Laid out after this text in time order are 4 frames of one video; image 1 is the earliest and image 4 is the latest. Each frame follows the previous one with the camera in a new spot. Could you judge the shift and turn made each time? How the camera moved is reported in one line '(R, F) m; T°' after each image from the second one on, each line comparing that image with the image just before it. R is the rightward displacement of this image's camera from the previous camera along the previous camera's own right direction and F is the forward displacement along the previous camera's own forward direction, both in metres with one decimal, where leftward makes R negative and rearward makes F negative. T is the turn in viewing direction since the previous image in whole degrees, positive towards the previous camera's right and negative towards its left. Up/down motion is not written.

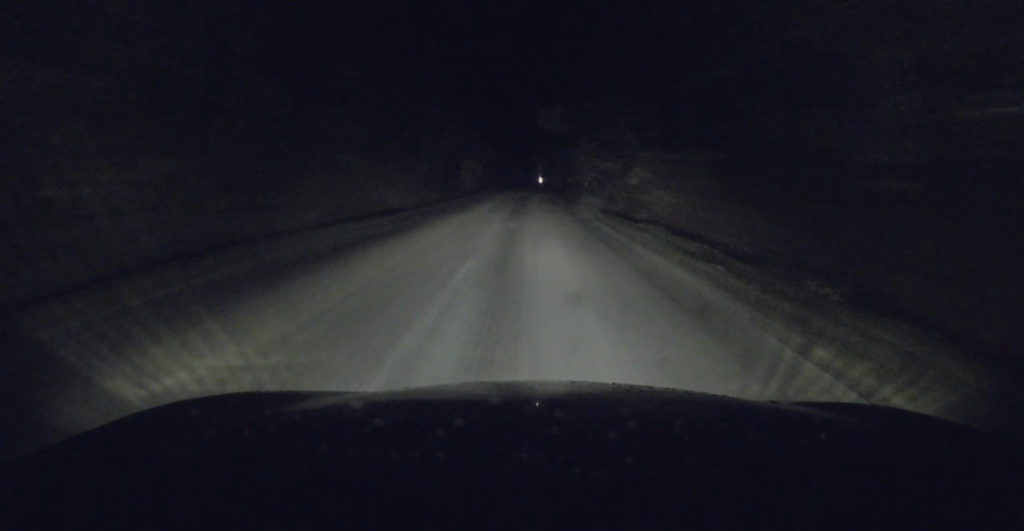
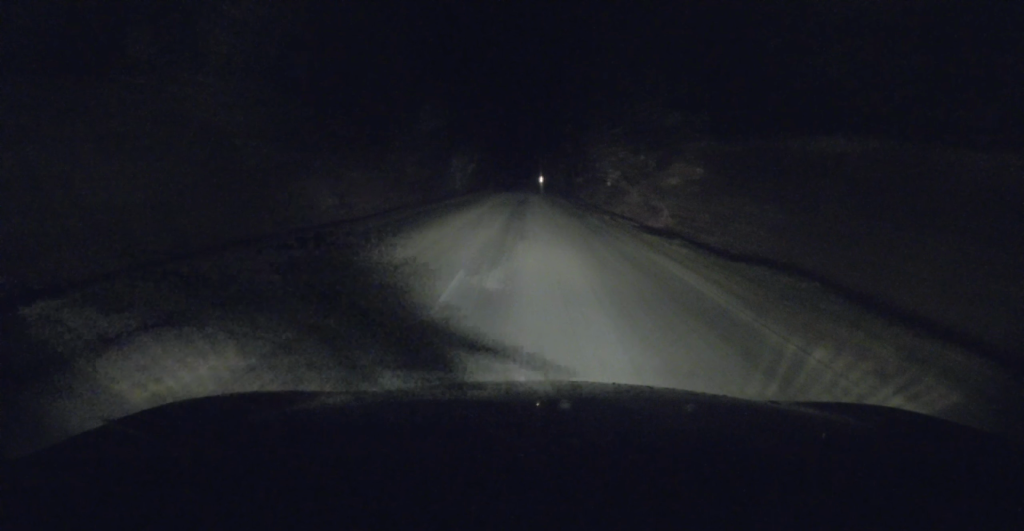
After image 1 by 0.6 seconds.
(0.0, +10.0) m; +1°
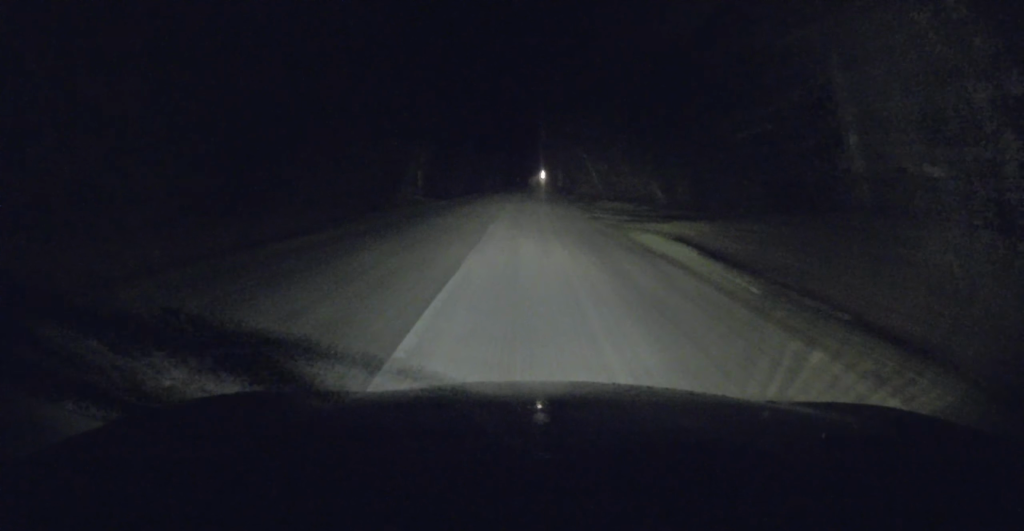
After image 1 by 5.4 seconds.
(-0.6, +70.8) m; -2°
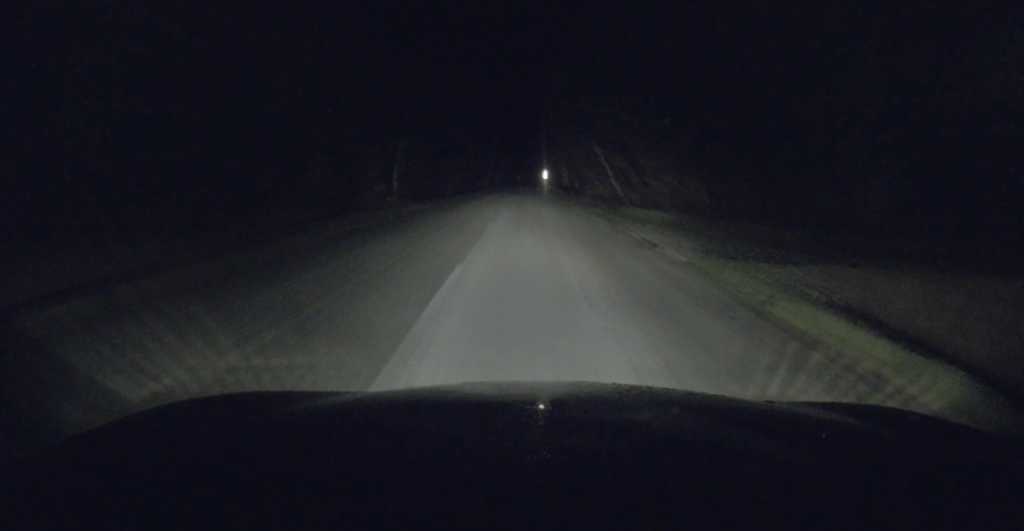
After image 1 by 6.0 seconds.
(-0.1, +7.9) m; 0°
